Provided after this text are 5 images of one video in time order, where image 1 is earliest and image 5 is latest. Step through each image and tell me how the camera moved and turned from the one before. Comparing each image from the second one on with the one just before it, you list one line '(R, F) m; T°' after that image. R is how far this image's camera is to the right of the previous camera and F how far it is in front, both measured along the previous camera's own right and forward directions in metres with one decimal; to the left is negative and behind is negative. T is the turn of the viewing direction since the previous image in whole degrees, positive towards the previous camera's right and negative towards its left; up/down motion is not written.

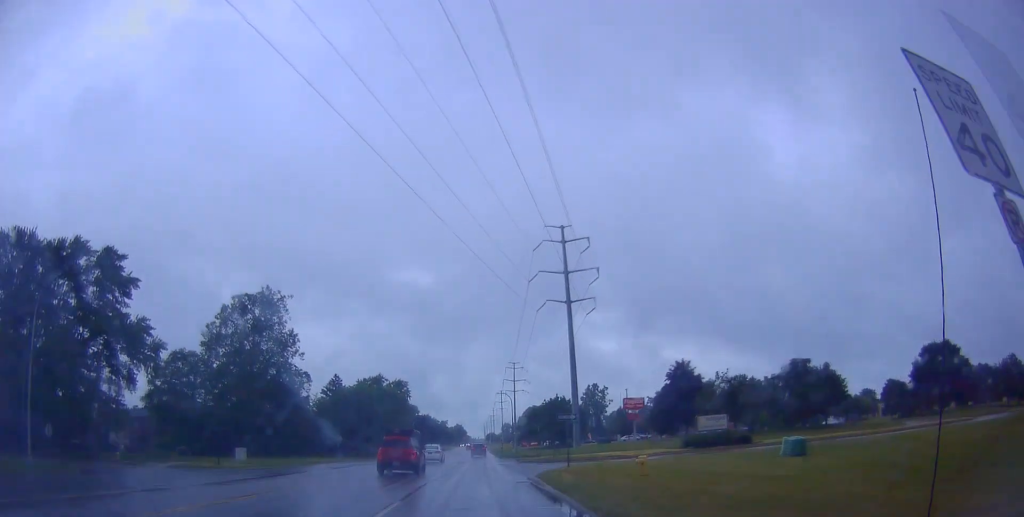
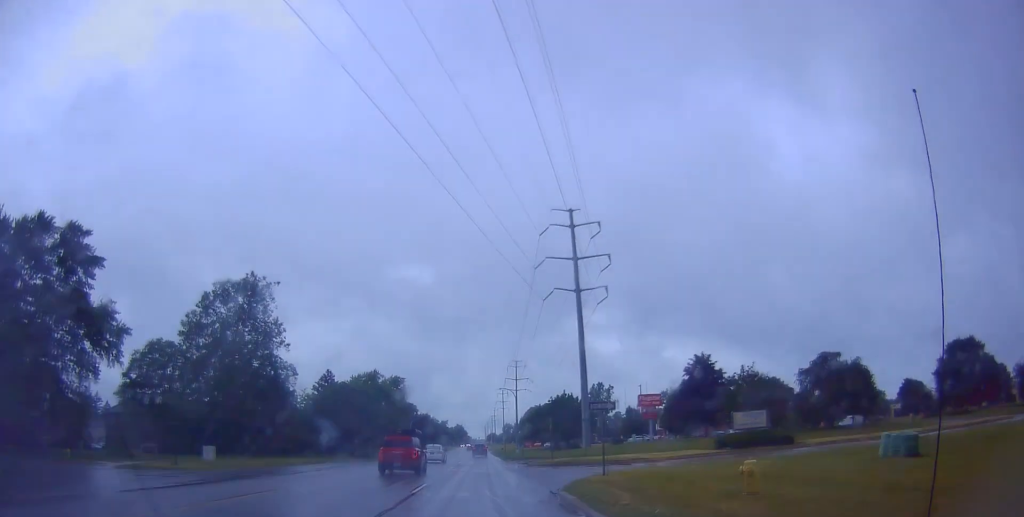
(0.0, +7.5) m; 0°
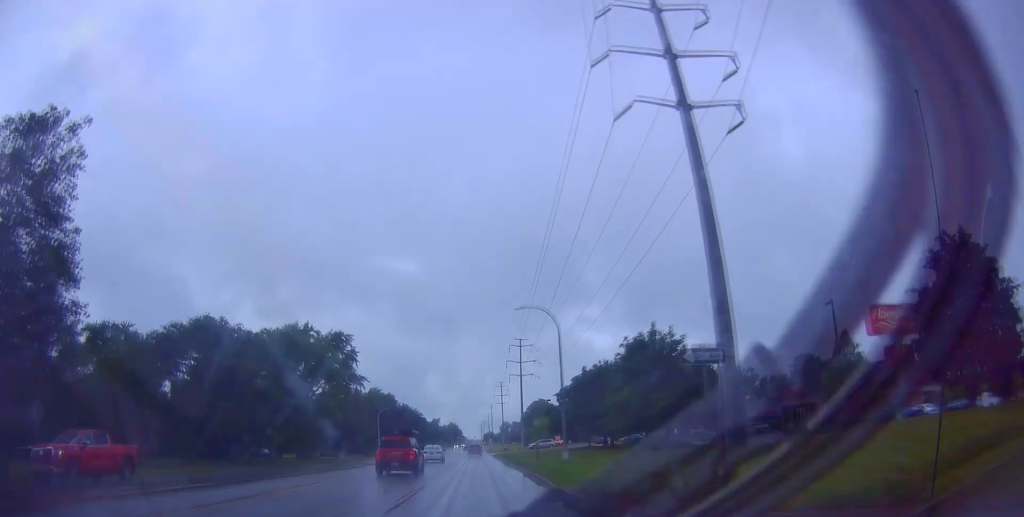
(-1.5, +48.8) m; -3°
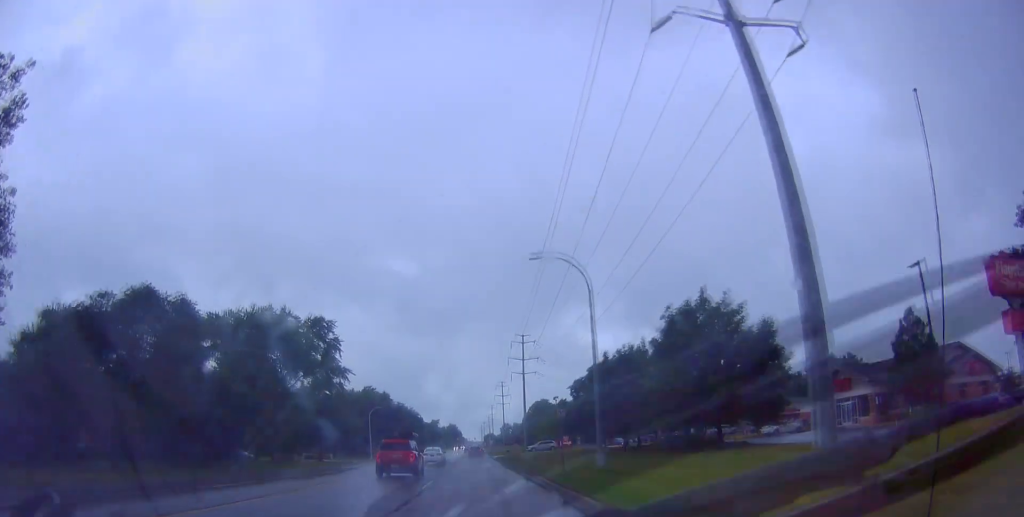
(+0.2, +10.0) m; +1°
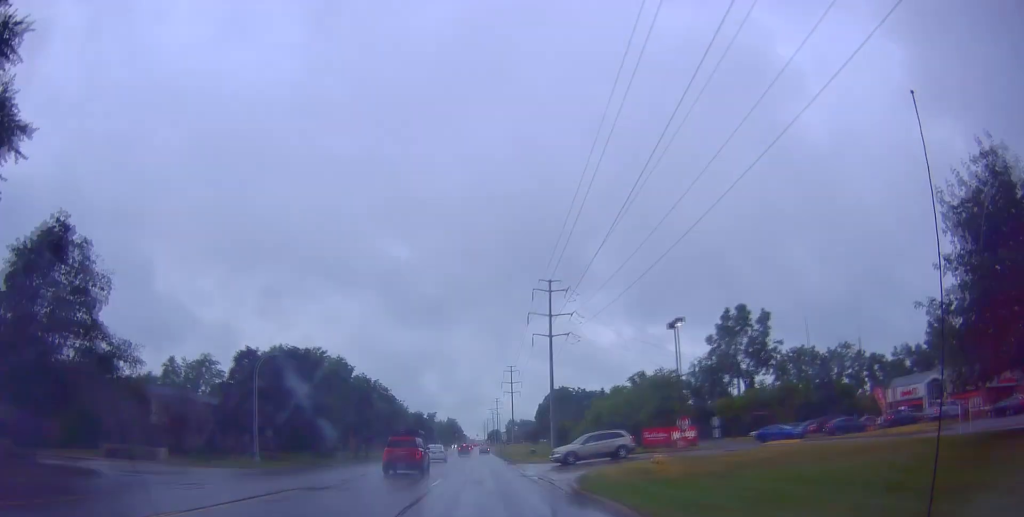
(+2.8, +59.4) m; +3°
